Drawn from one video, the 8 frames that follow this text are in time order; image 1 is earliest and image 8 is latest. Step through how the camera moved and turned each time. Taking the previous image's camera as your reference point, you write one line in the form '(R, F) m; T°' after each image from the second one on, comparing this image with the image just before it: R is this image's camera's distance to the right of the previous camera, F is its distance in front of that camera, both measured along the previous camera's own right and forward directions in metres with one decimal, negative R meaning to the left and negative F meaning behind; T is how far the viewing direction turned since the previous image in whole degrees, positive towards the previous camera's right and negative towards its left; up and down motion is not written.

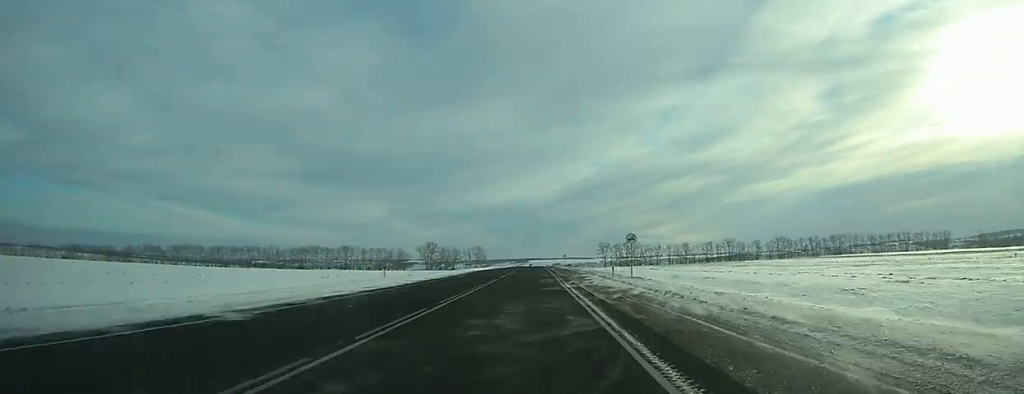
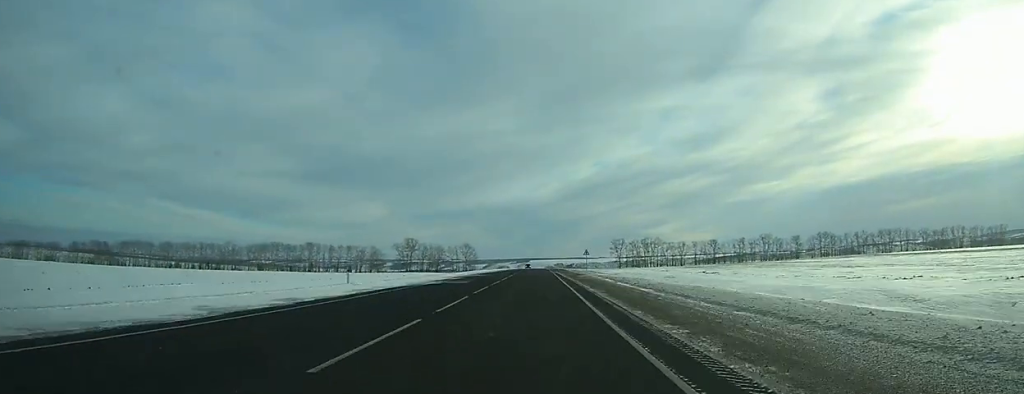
(+0.1, +58.2) m; 0°
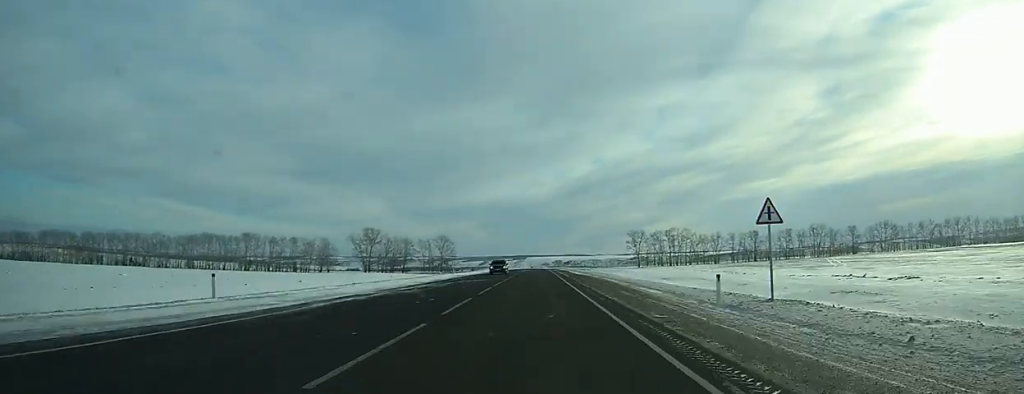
(+0.1, +64.7) m; 0°
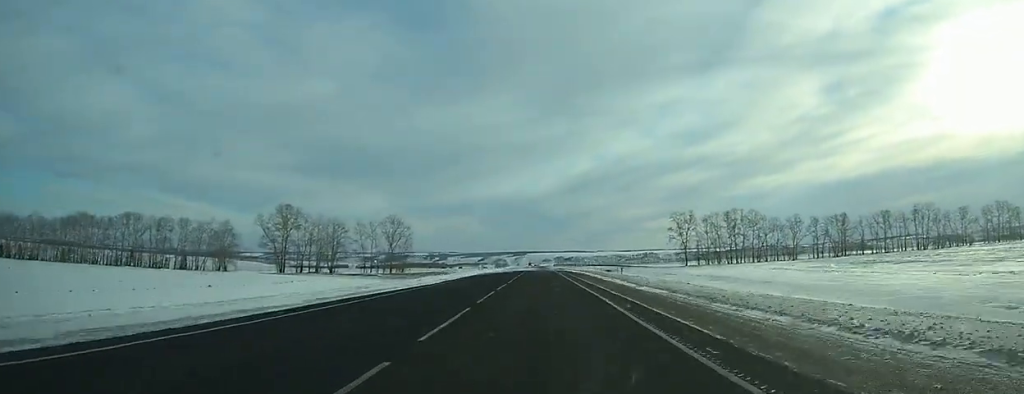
(+0.2, +77.6) m; 0°
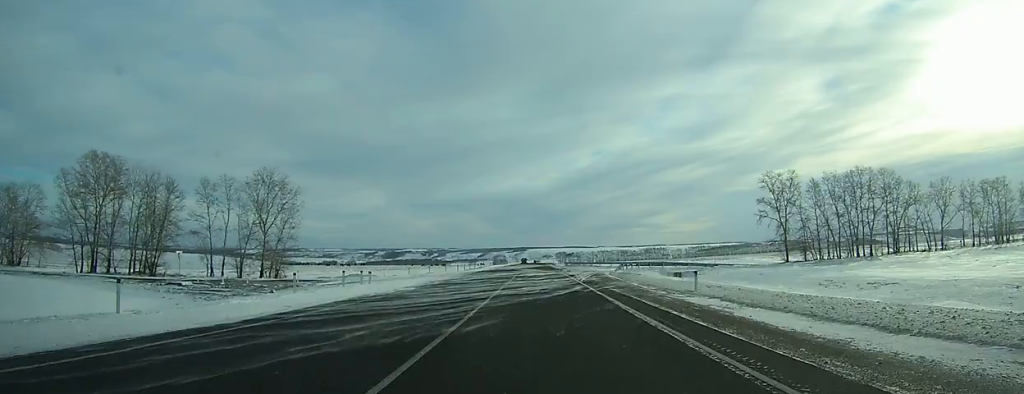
(0.0, +71.3) m; 0°
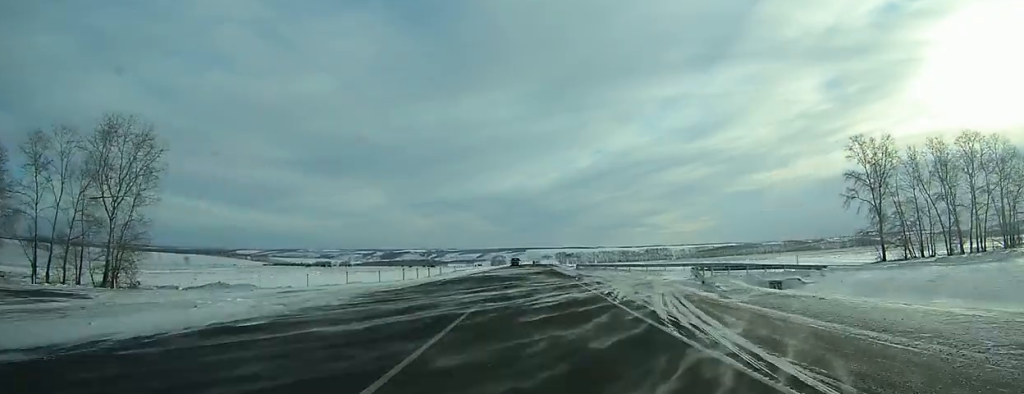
(0.0, +31.3) m; 0°
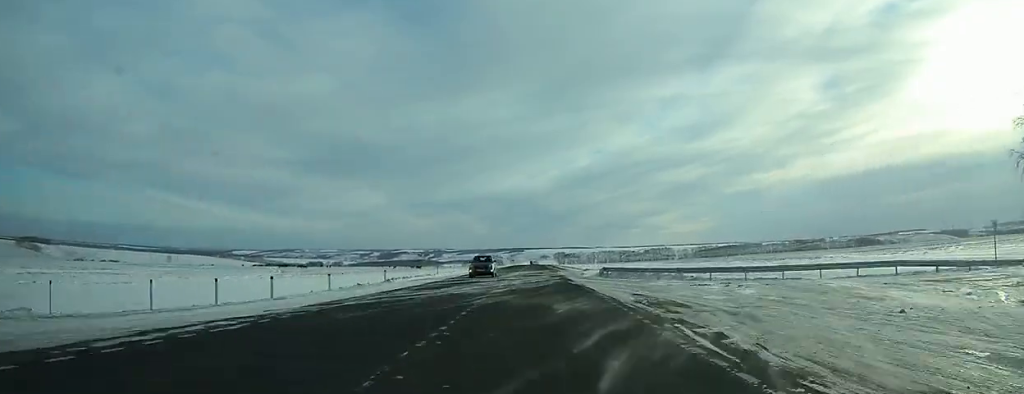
(0.0, +31.4) m; 0°
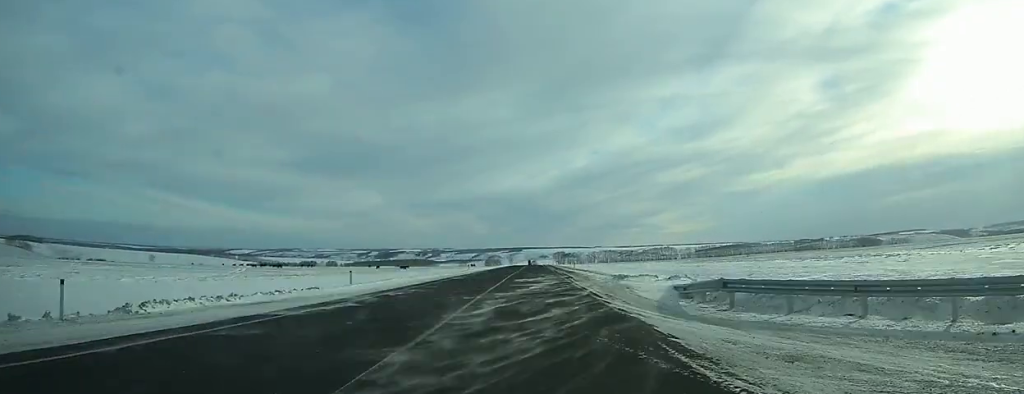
(0.0, +24.8) m; 0°
